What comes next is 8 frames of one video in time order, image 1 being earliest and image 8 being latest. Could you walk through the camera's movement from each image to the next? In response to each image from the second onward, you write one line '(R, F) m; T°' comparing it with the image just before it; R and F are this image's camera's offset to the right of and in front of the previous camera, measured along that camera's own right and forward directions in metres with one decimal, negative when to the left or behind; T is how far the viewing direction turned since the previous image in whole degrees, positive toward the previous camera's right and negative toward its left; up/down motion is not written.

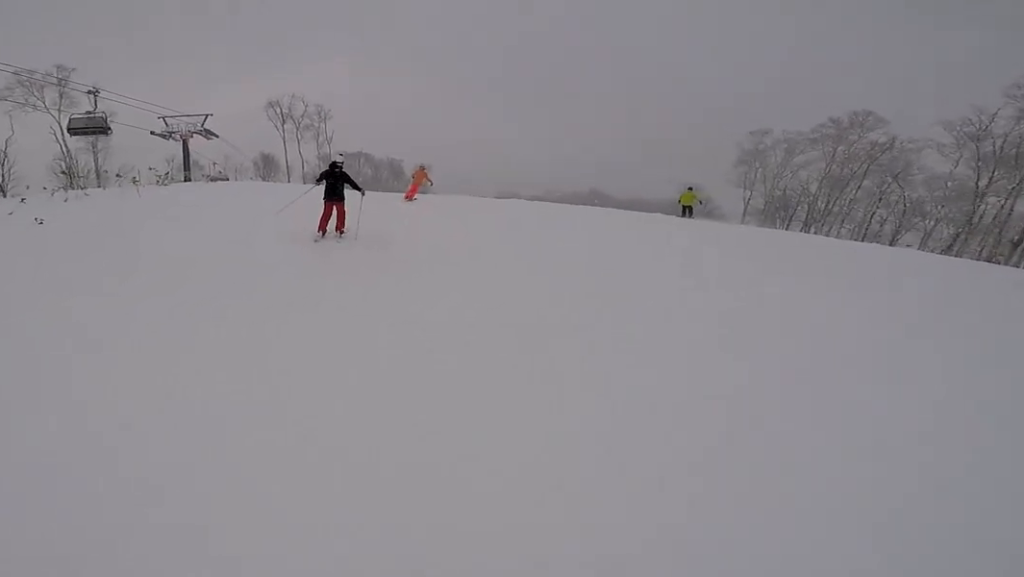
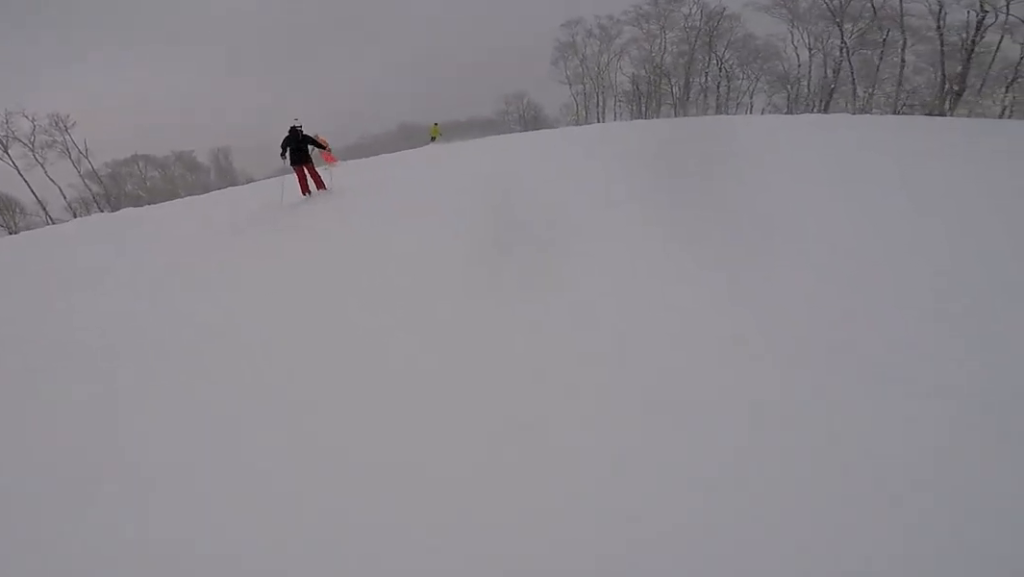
(0.0, +9.2) m; 0°
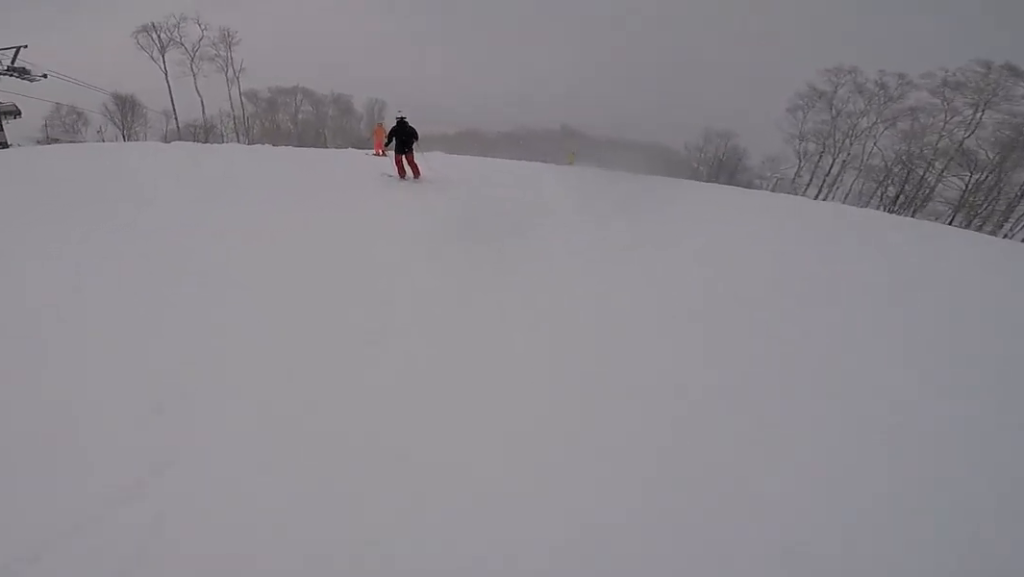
(-0.1, +6.7) m; -8°
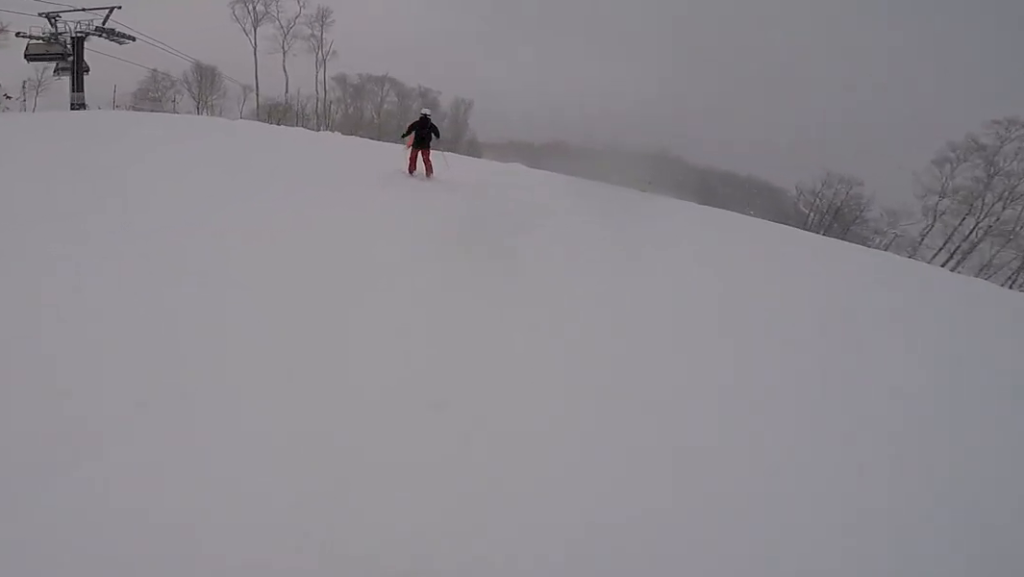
(+0.3, +2.7) m; -9°
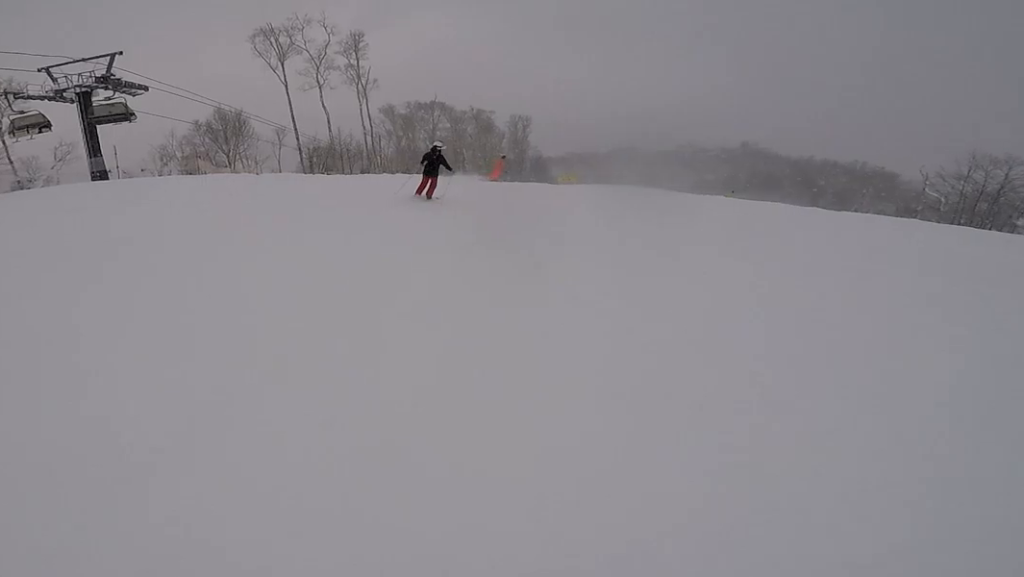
(-1.5, +5.6) m; +3°
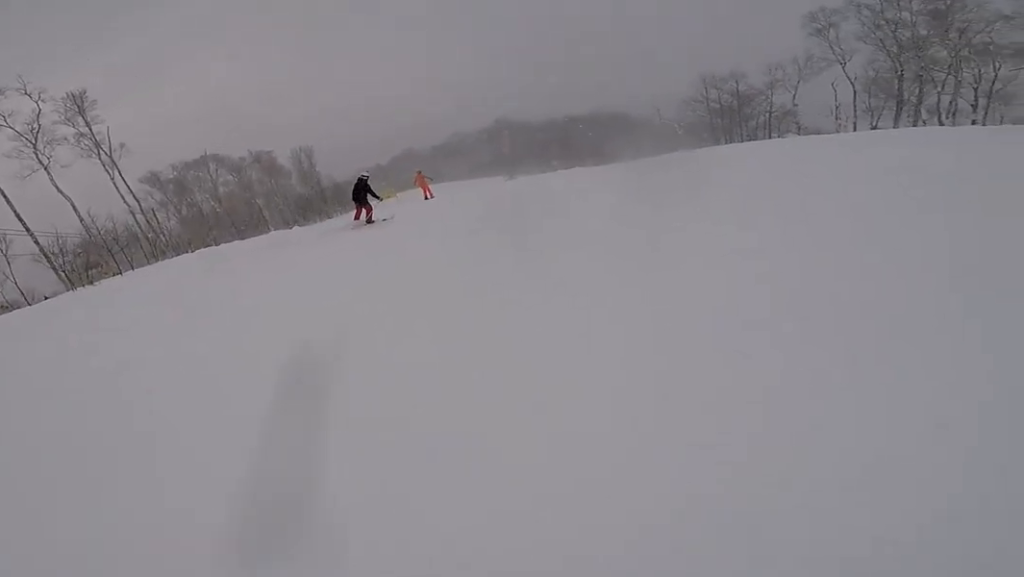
(+2.1, +6.5) m; +33°
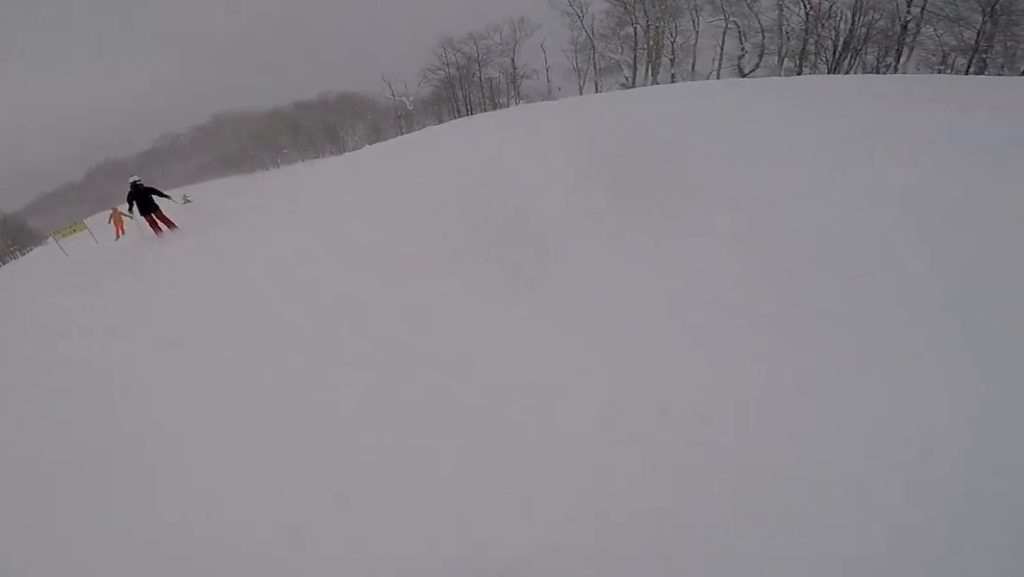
(+1.9, +9.1) m; +8°
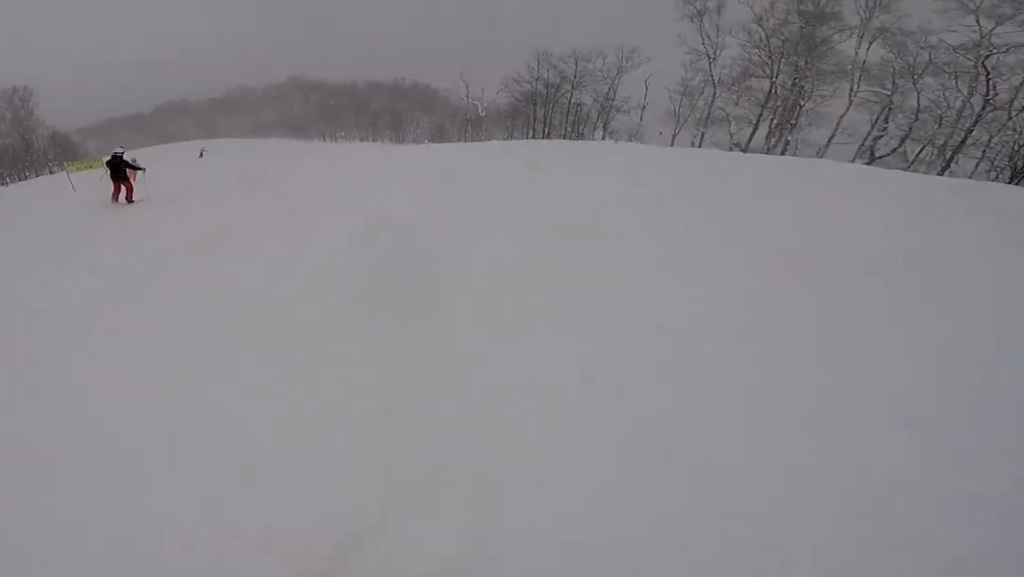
(+0.3, +4.3) m; -7°
